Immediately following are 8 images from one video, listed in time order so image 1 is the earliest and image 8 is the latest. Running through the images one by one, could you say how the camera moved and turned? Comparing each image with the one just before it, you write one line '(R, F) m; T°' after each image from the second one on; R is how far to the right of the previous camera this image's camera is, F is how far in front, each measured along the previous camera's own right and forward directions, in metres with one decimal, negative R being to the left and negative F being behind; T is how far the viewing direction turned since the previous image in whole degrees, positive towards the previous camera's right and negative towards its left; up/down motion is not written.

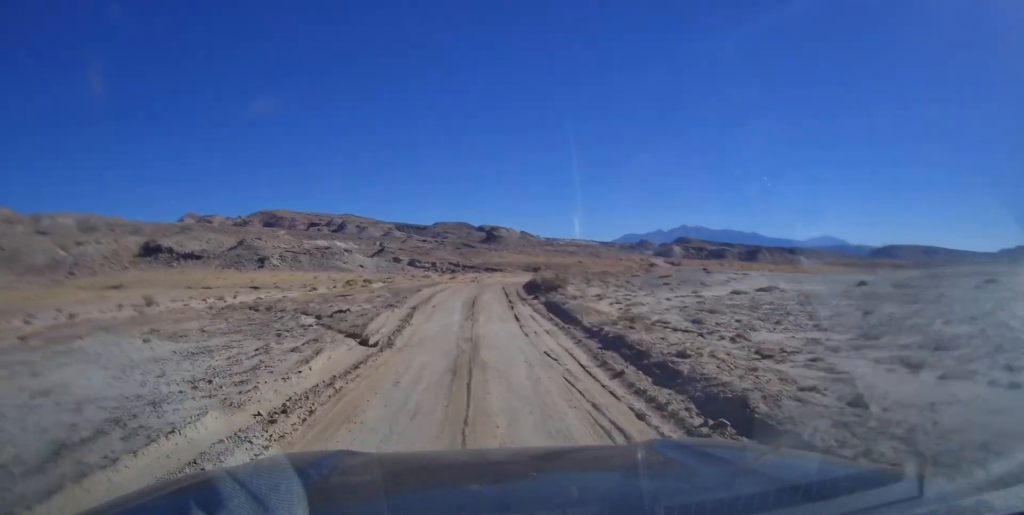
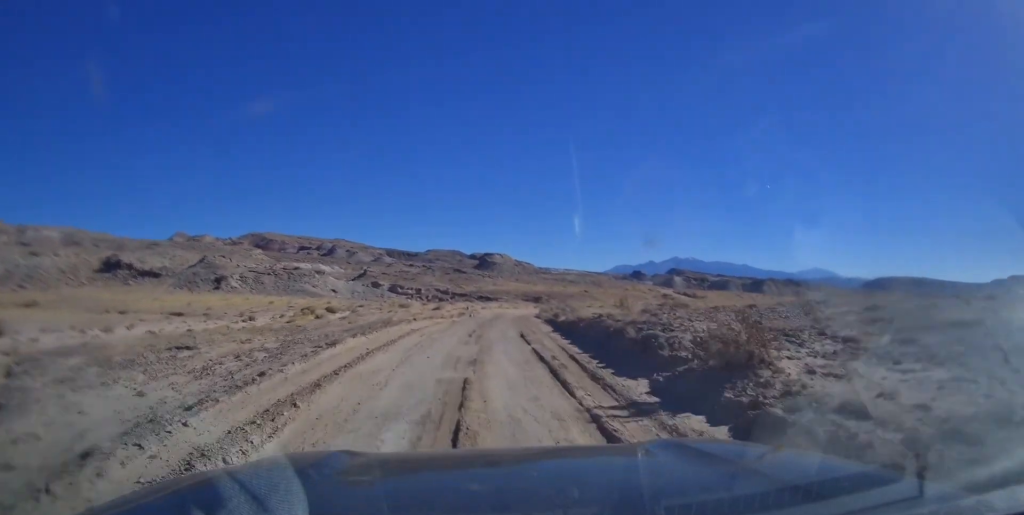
(0.0, +18.6) m; 0°
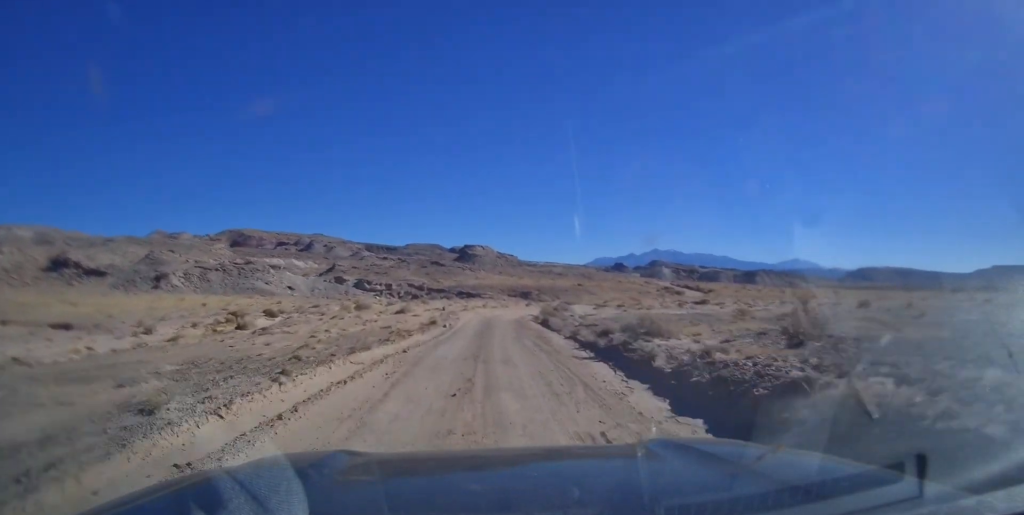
(0.0, +15.6) m; 0°
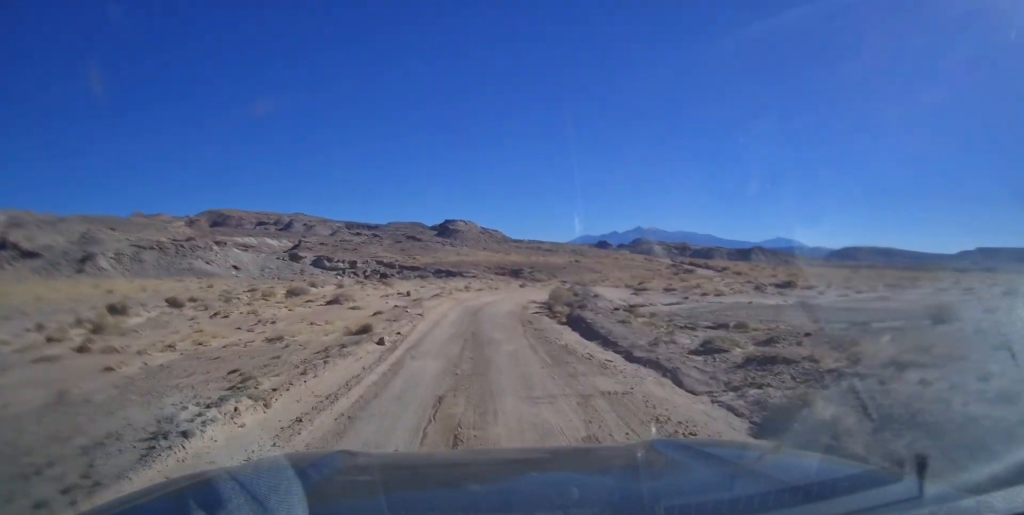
(-0.2, +16.2) m; +1°
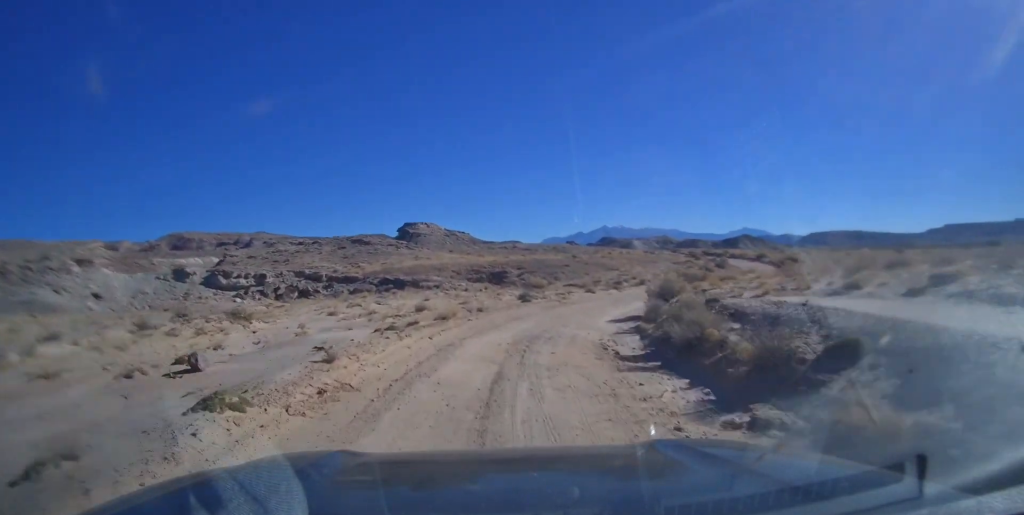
(+0.6, +27.8) m; +5°
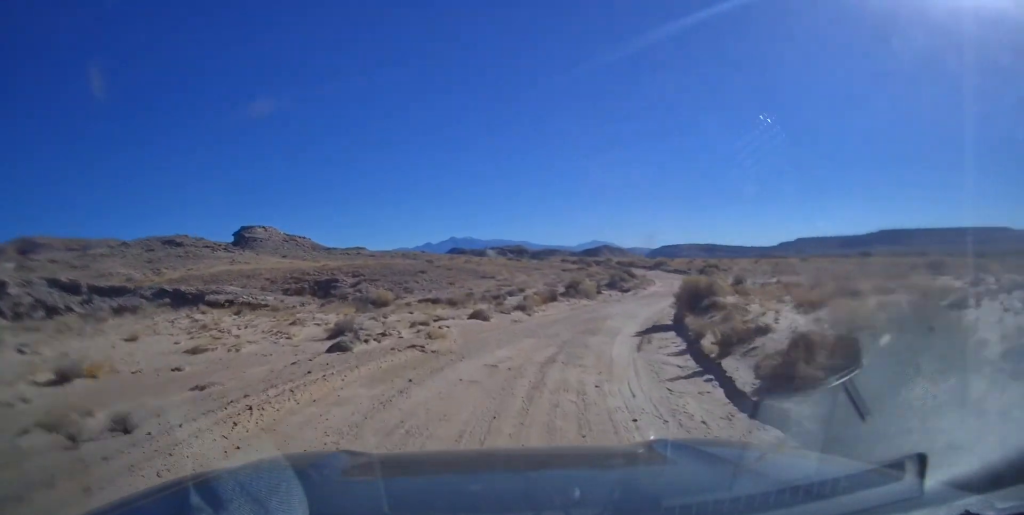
(+1.1, +19.2) m; +9°
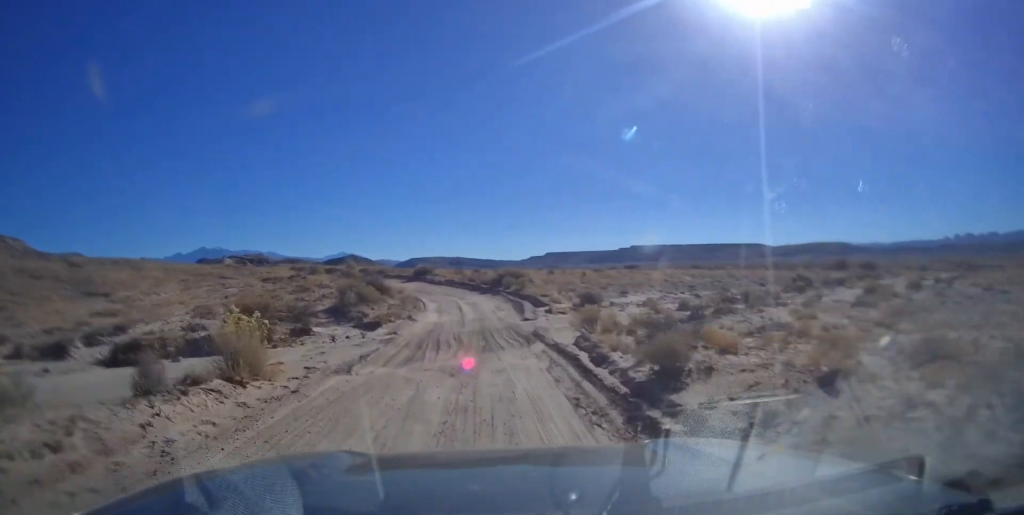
(+2.9, +23.3) m; +16°
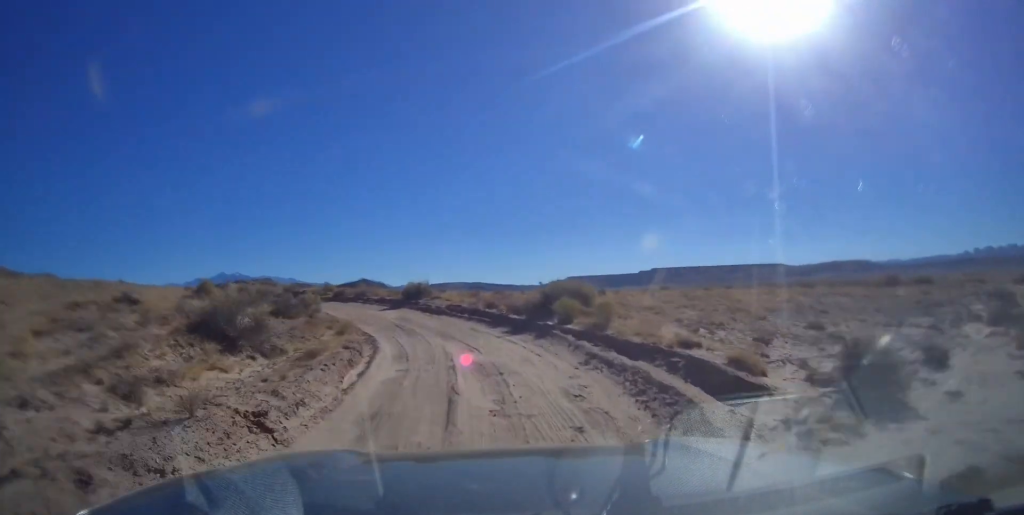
(+2.2, +18.4) m; +9°
